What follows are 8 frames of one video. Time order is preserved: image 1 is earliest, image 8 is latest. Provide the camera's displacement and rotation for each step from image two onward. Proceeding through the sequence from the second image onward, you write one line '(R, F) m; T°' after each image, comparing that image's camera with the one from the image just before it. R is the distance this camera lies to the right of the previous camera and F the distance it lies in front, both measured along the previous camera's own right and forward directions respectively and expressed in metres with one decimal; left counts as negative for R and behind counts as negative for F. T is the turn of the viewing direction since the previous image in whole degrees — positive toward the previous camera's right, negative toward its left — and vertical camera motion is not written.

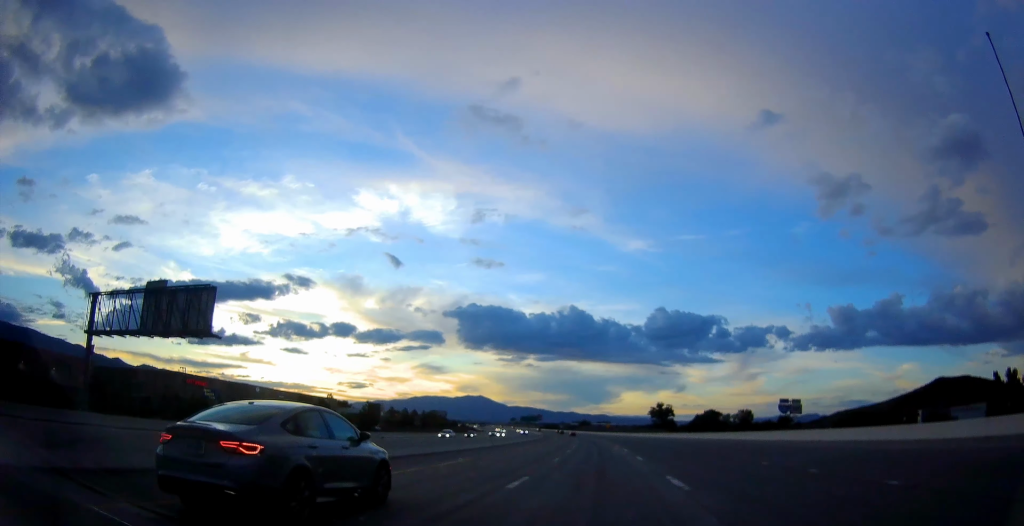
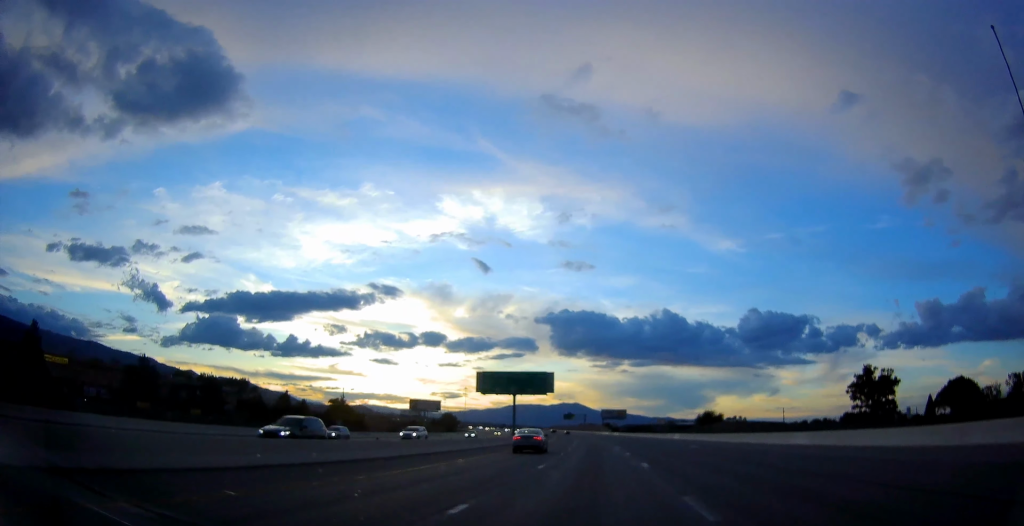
(-20.0, +248.3) m; -9°
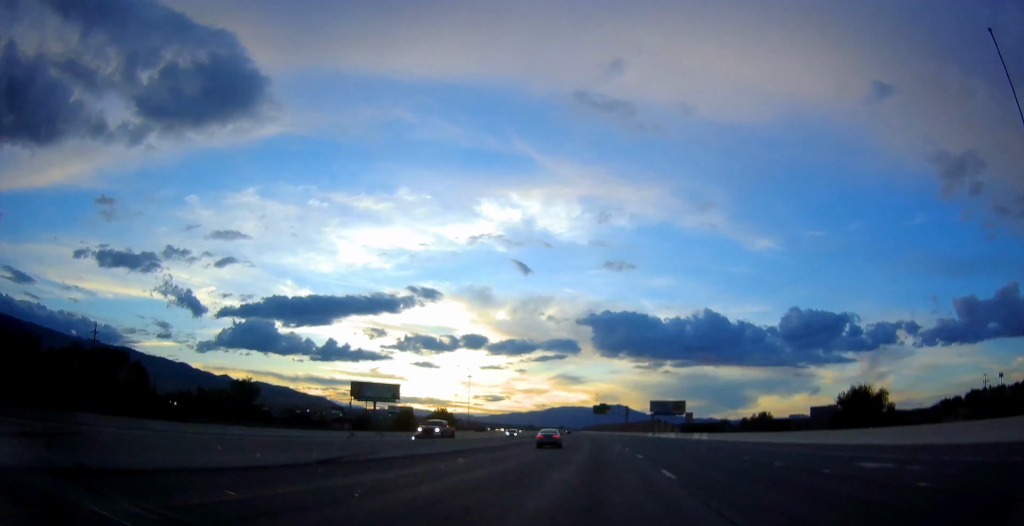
(-0.6, +100.1) m; -4°
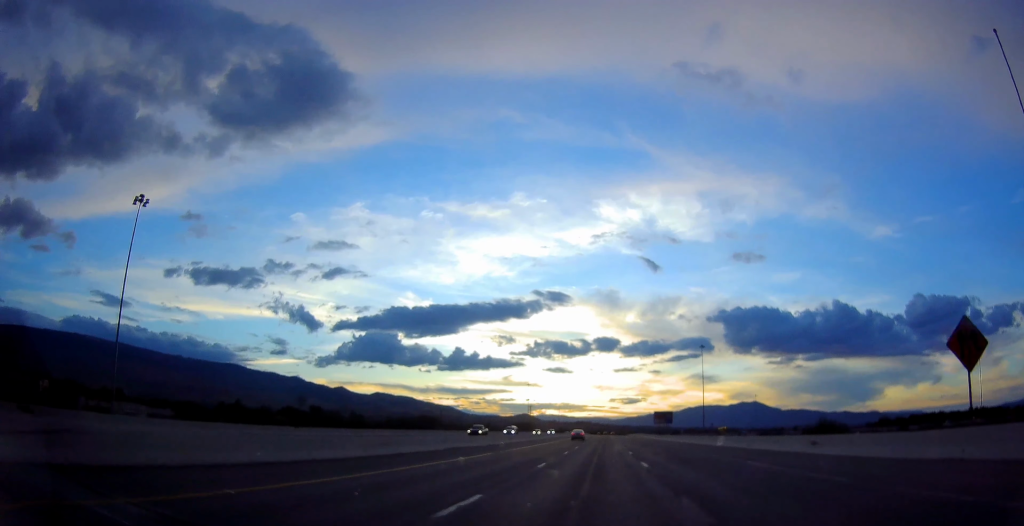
(-45.3, +409.4) m; -9°
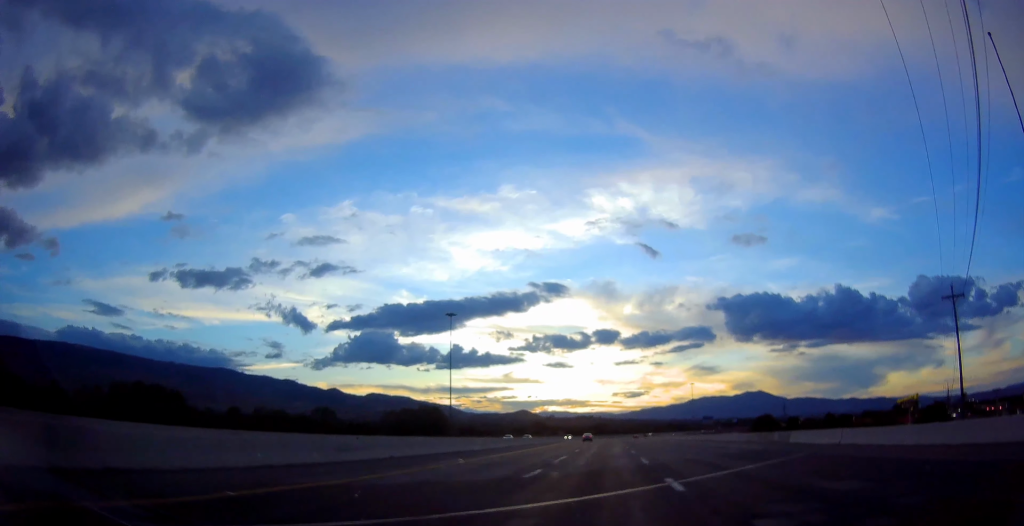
(-1.9, +312.2) m; +2°
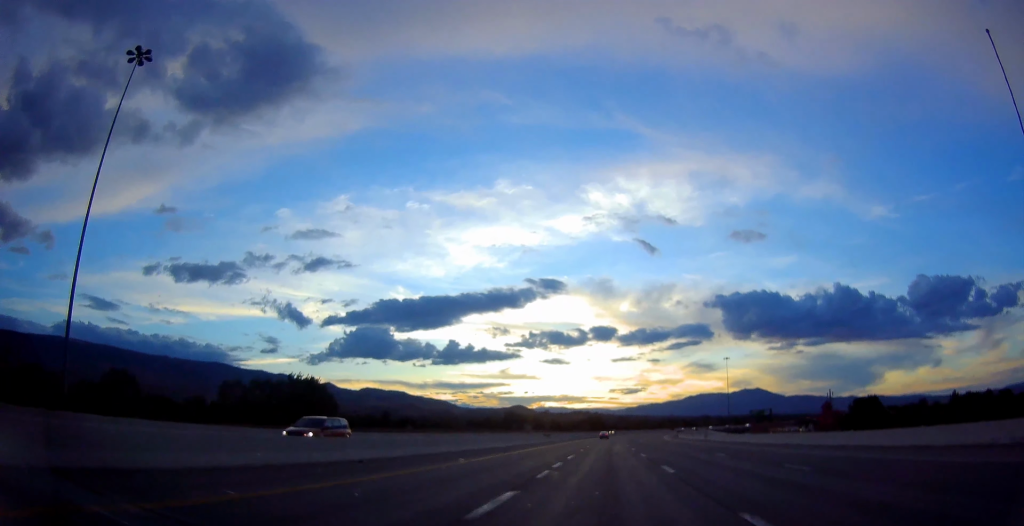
(+1.1, +107.7) m; +4°
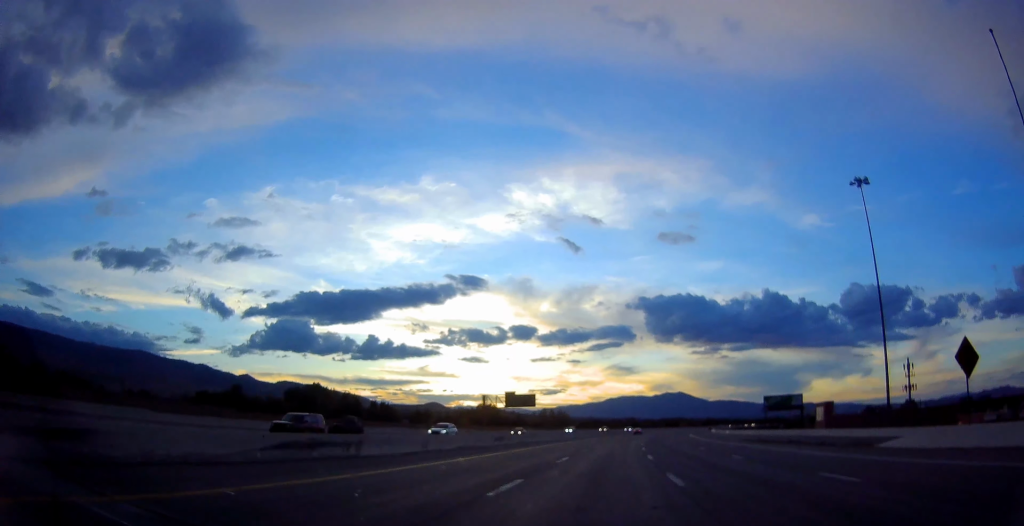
(+8.7, +174.2) m; +8°
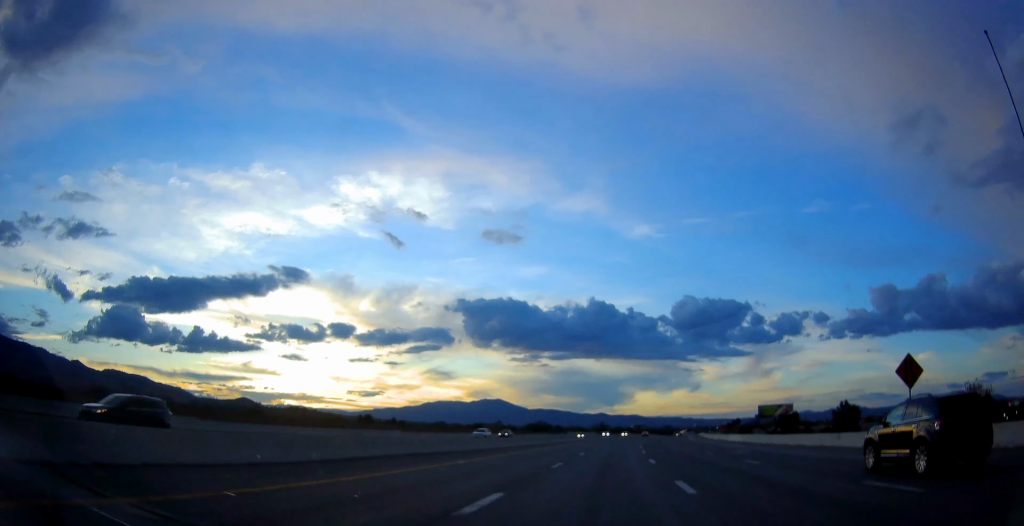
(+38.0, +266.1) m; +13°
